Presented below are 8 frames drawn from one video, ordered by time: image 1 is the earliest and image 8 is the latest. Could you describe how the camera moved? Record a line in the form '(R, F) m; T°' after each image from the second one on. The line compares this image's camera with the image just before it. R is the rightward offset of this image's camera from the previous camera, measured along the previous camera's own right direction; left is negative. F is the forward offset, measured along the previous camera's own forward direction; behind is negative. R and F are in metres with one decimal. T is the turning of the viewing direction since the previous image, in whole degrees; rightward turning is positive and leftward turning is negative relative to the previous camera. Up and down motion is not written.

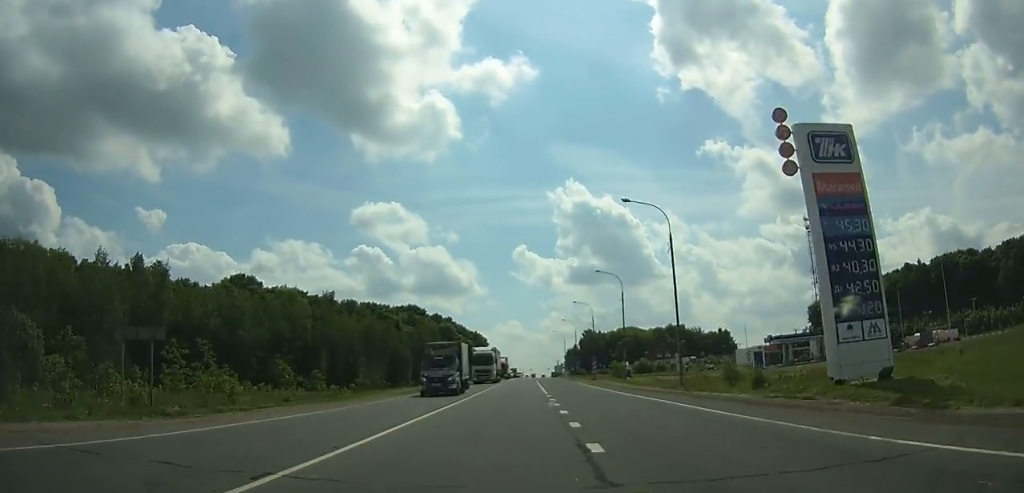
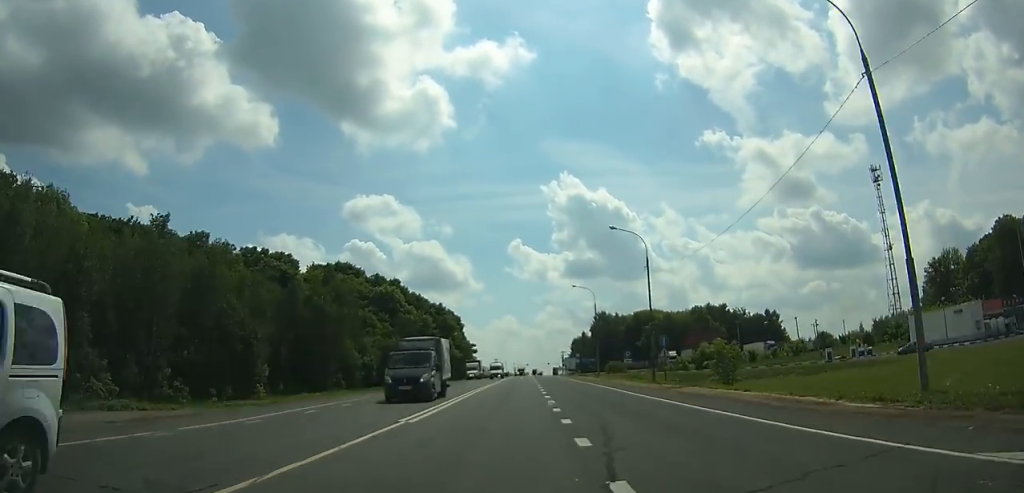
(0.0, +66.1) m; 0°
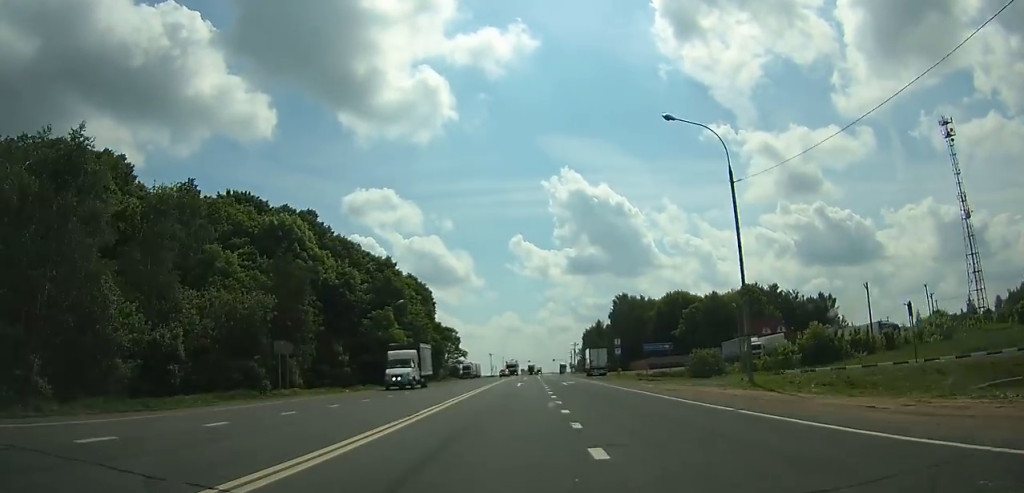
(-0.1, +48.0) m; 0°
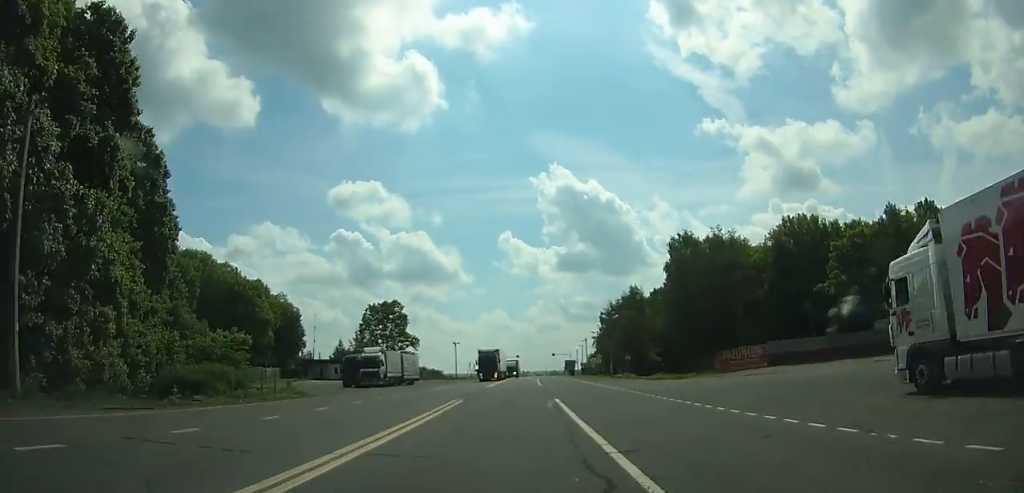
(+0.1, +85.1) m; +1°
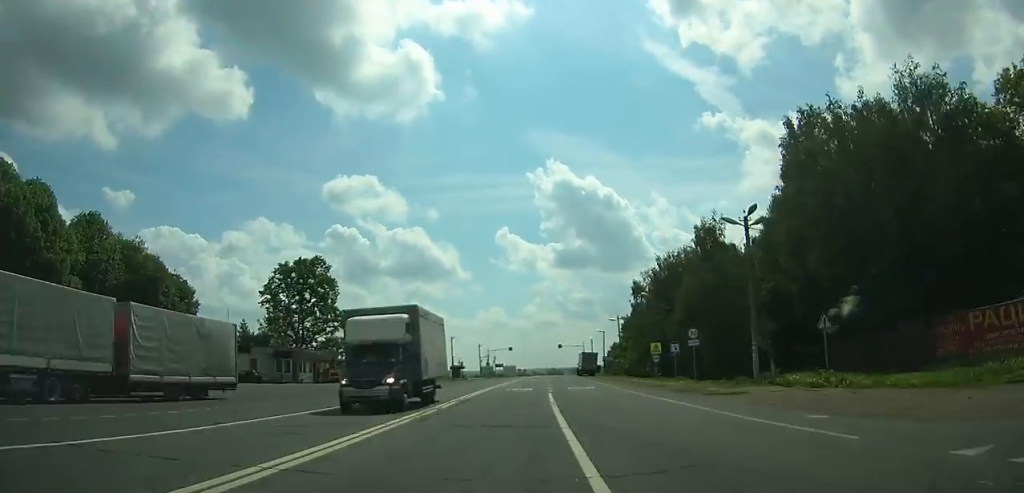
(+0.5, +55.9) m; +1°
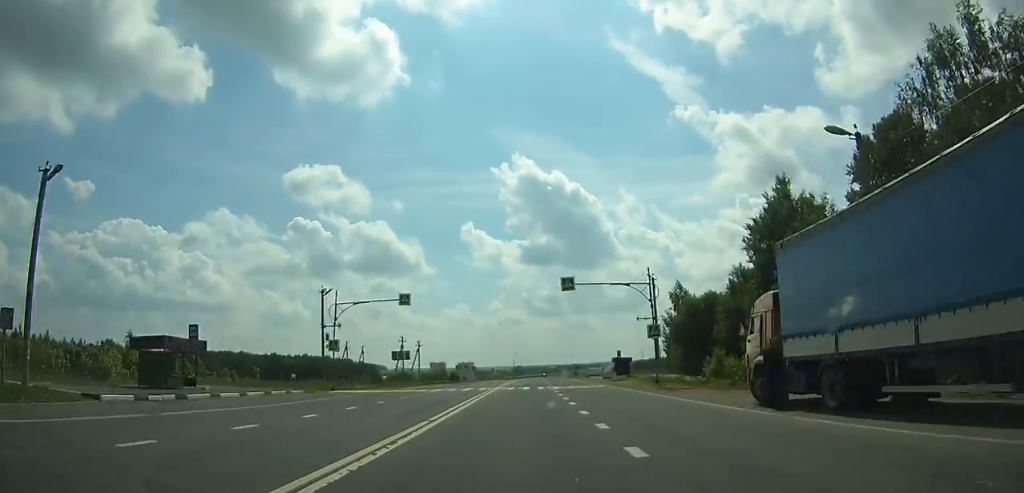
(+2.0, +105.0) m; +3°
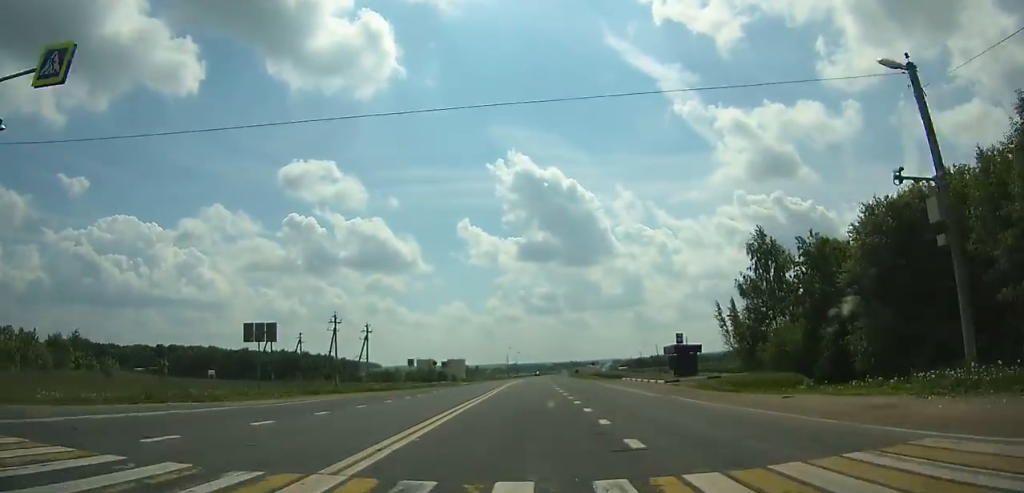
(+0.6, +37.6) m; +1°
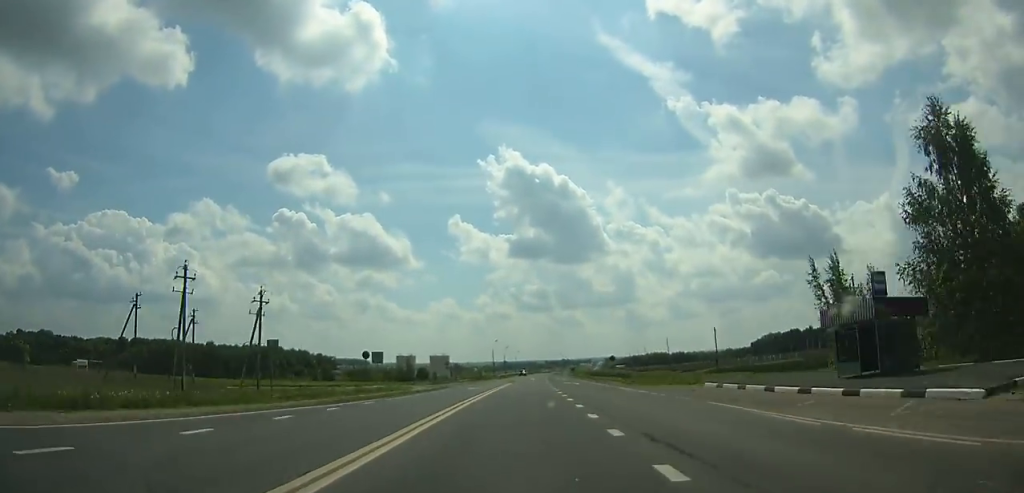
(+0.2, +32.6) m; +1°
